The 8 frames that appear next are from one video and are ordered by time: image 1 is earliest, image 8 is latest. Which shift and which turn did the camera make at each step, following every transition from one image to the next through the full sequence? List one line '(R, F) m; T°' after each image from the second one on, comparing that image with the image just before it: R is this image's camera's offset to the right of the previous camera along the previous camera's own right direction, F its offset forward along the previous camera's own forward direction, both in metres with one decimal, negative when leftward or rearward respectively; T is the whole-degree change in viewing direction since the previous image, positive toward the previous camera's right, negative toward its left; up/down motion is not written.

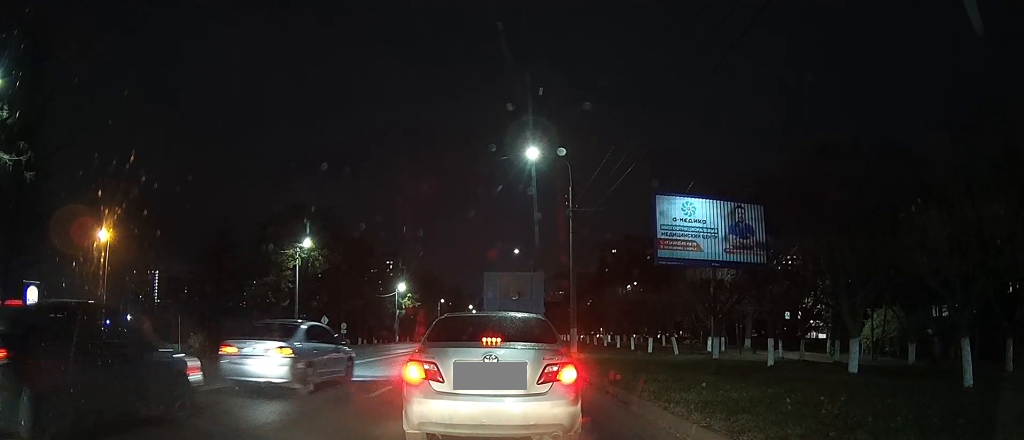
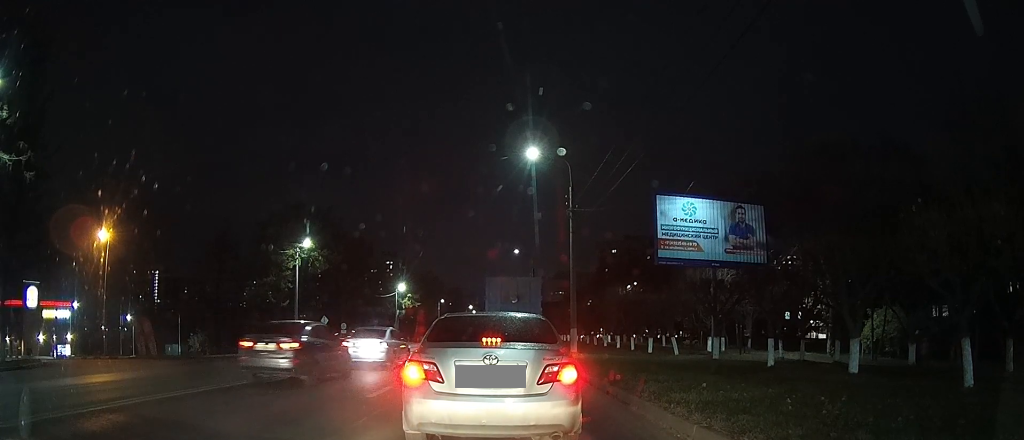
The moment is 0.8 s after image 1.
(0.0, 0.0) m; 0°
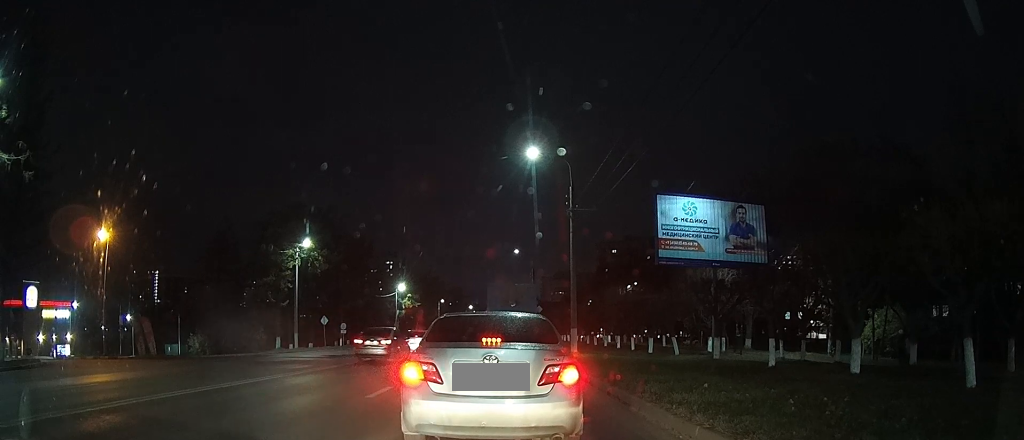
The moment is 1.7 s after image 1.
(0.0, +0.1) m; 0°
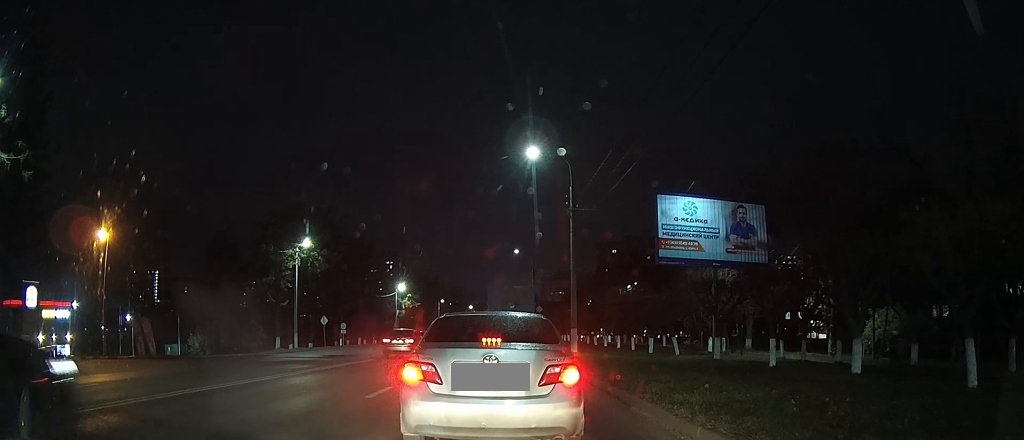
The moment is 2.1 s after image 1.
(0.0, +0.1) m; 0°
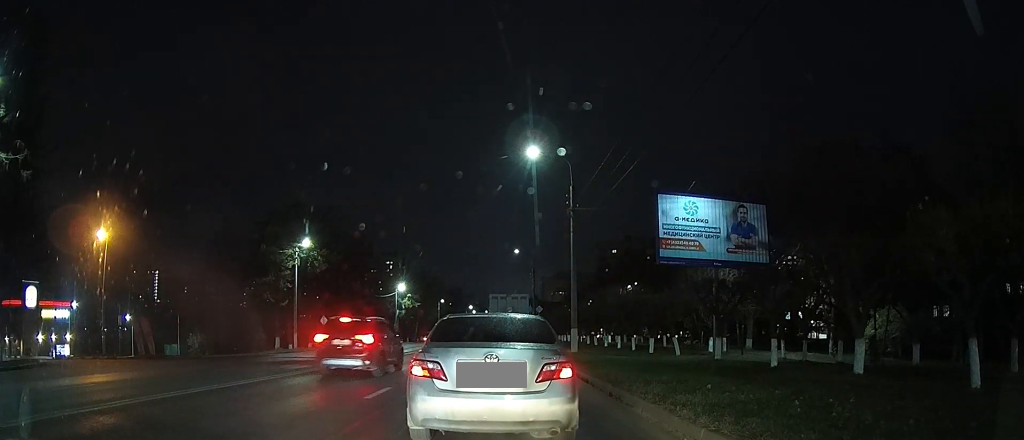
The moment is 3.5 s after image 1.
(0.0, +0.6) m; 0°
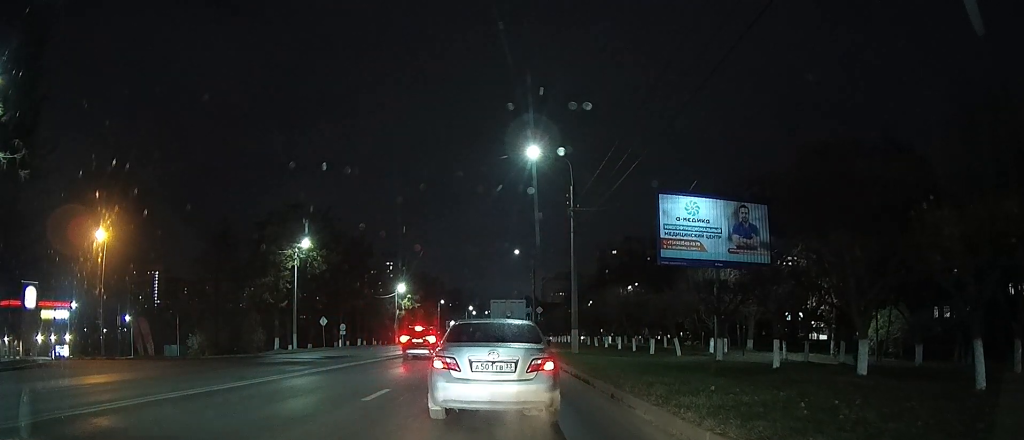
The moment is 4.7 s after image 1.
(0.0, +0.9) m; 0°
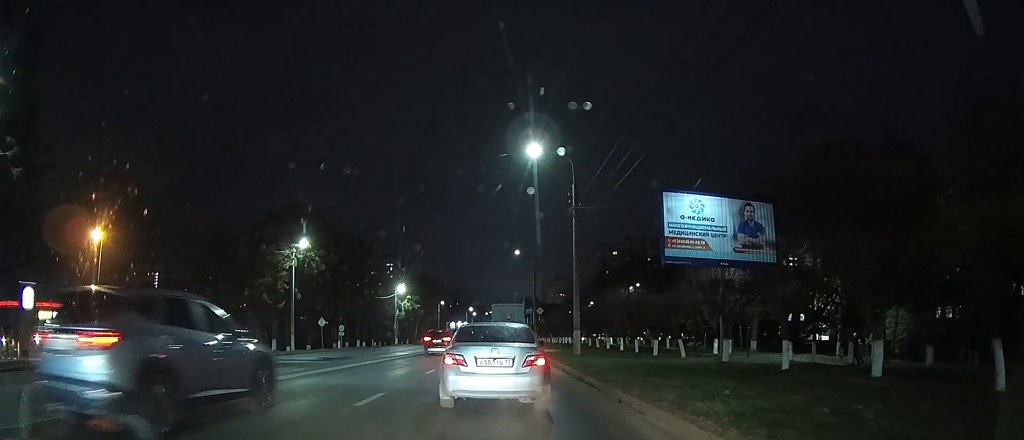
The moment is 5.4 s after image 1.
(0.0, +0.7) m; 0°
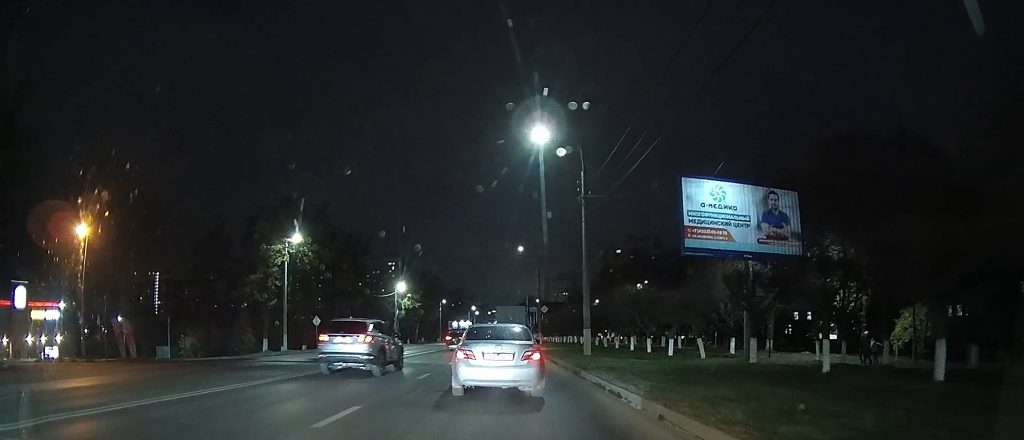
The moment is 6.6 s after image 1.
(0.0, +1.5) m; -1°
